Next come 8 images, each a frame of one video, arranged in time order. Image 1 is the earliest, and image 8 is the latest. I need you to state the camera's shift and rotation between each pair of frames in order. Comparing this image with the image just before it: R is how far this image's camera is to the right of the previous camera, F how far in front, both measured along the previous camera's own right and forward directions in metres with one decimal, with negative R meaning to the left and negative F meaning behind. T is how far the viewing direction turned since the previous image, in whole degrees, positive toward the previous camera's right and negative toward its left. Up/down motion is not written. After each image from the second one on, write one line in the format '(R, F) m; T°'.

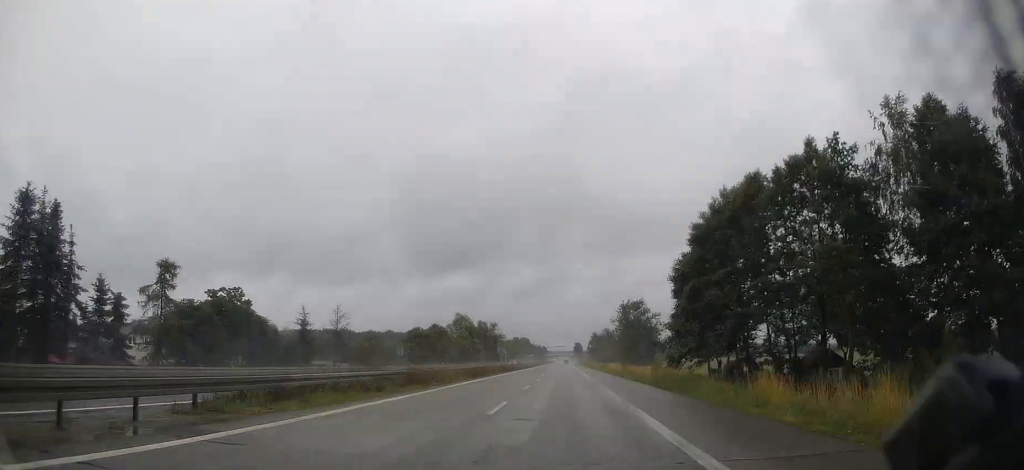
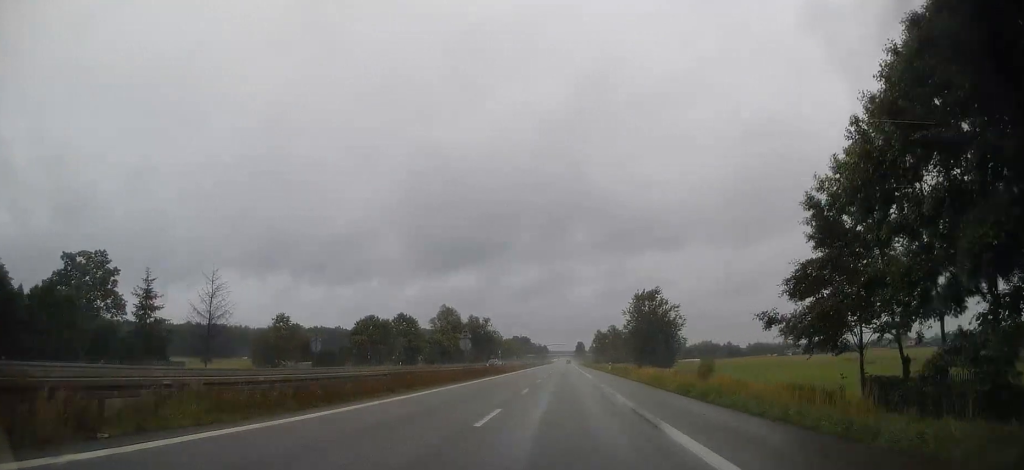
(0.0, +27.3) m; 0°
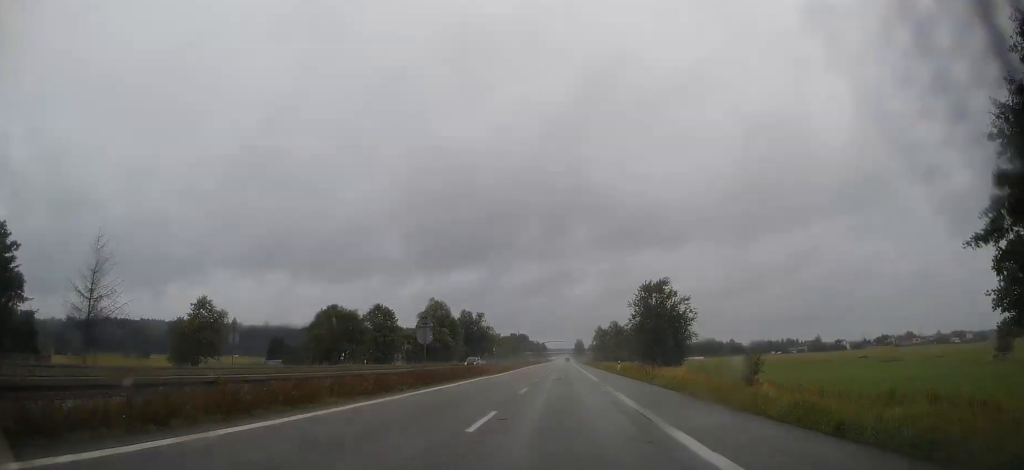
(0.0, +13.2) m; 0°
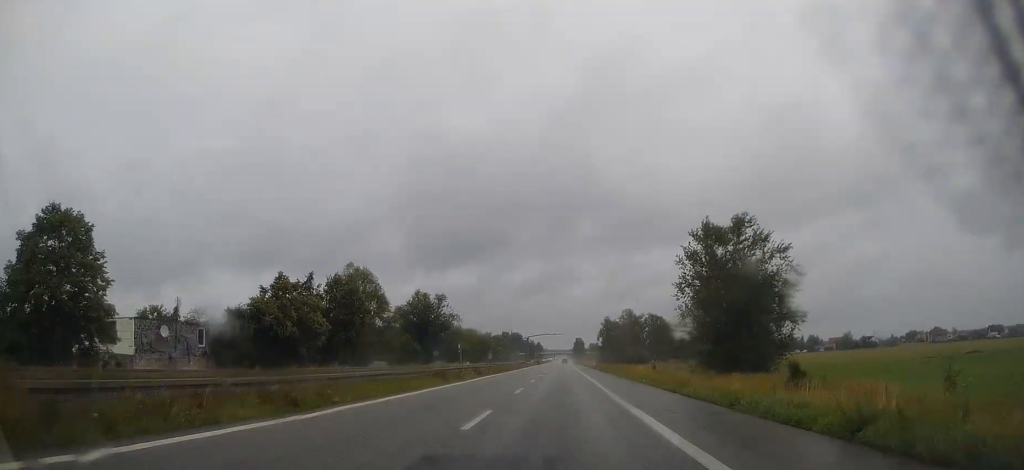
(-0.1, +59.9) m; +1°
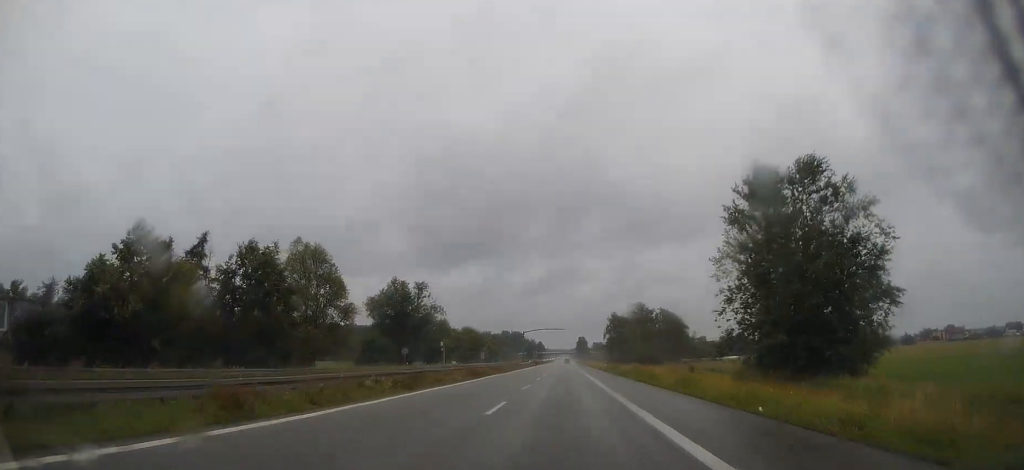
(+0.1, +21.0) m; 0°
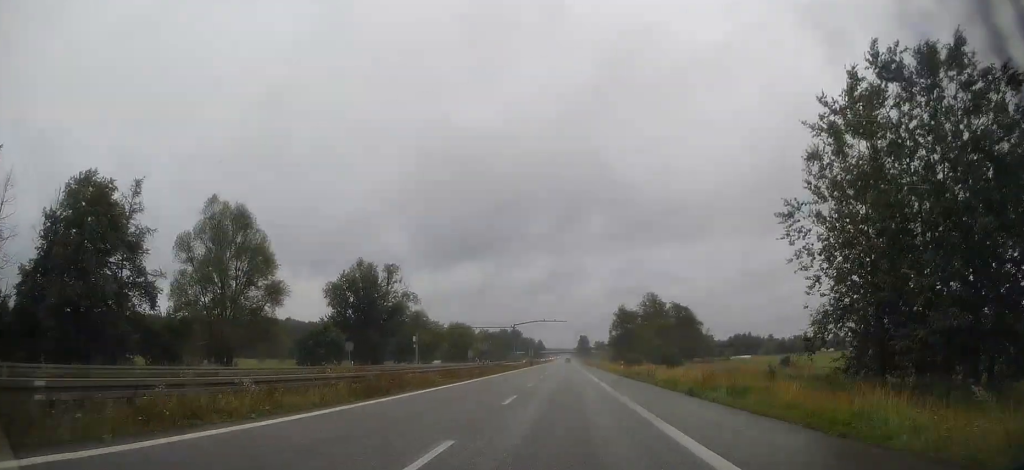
(0.0, +21.0) m; -1°
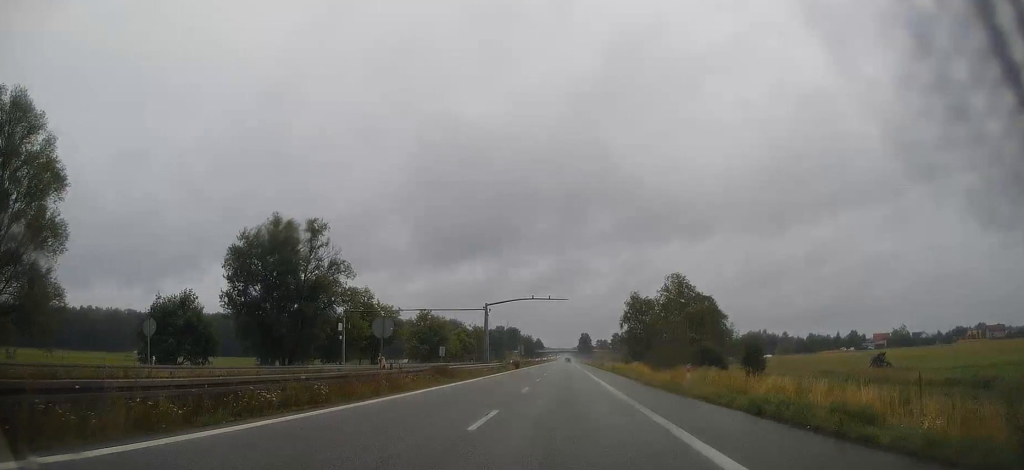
(-0.3, +30.5) m; 0°
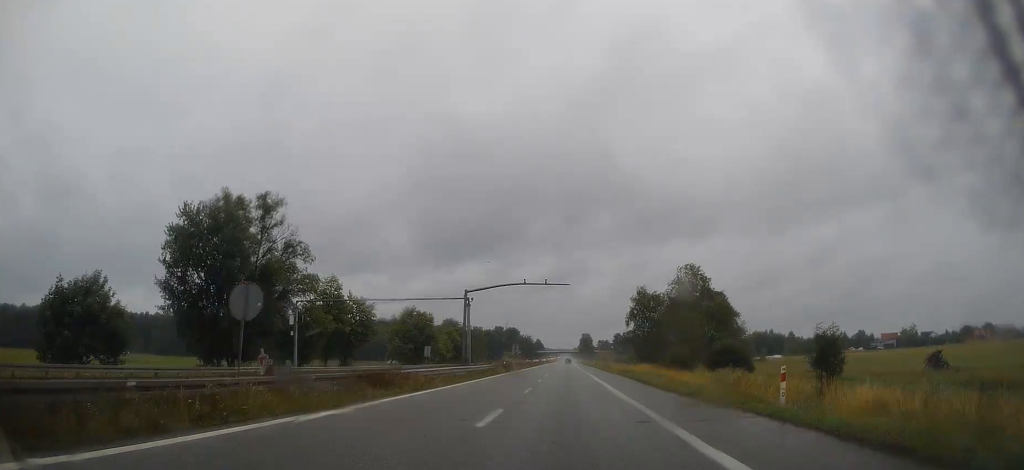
(+0.1, +11.4) m; 0°
